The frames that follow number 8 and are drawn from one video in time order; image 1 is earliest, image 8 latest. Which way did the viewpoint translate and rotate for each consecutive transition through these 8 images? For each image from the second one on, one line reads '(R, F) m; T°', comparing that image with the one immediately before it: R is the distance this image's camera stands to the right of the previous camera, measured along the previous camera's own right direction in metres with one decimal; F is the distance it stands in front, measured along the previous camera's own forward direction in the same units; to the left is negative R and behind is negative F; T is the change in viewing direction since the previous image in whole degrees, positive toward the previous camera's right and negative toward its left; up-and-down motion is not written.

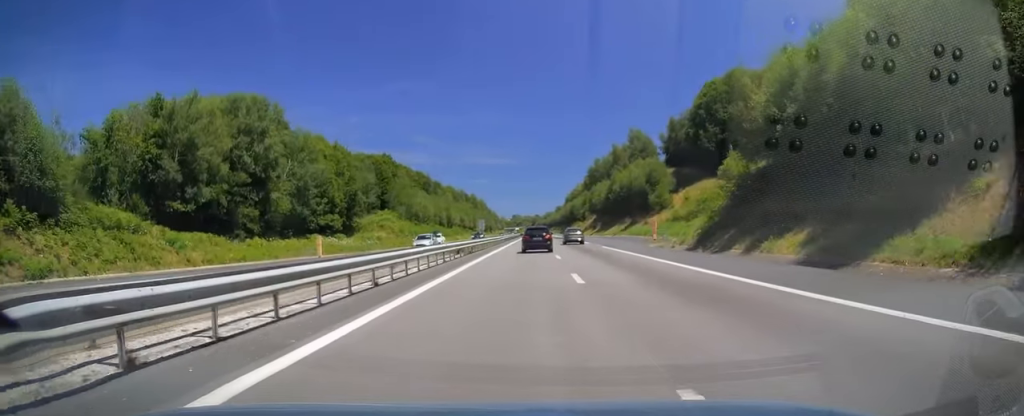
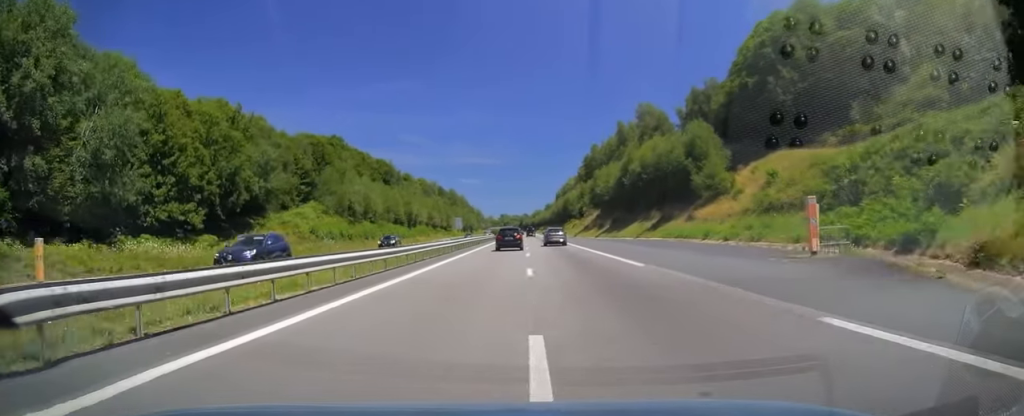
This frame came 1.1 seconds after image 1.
(+0.4, +36.9) m; +2°
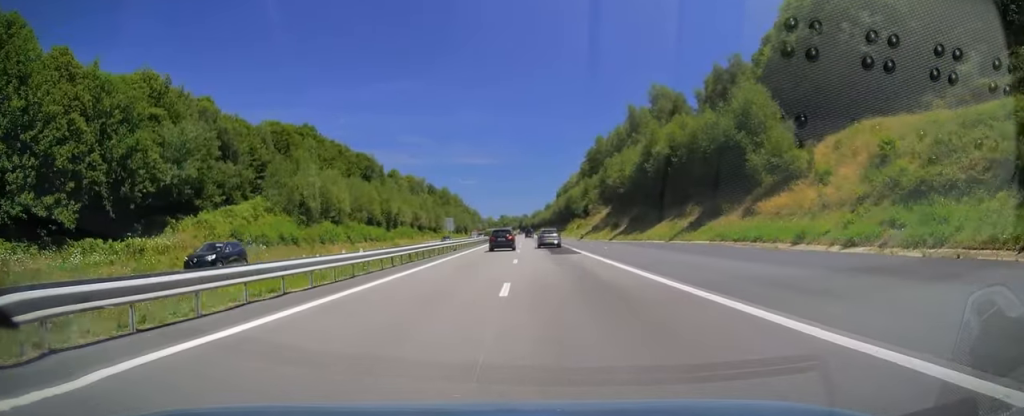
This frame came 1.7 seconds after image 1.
(+0.4, +18.8) m; +1°
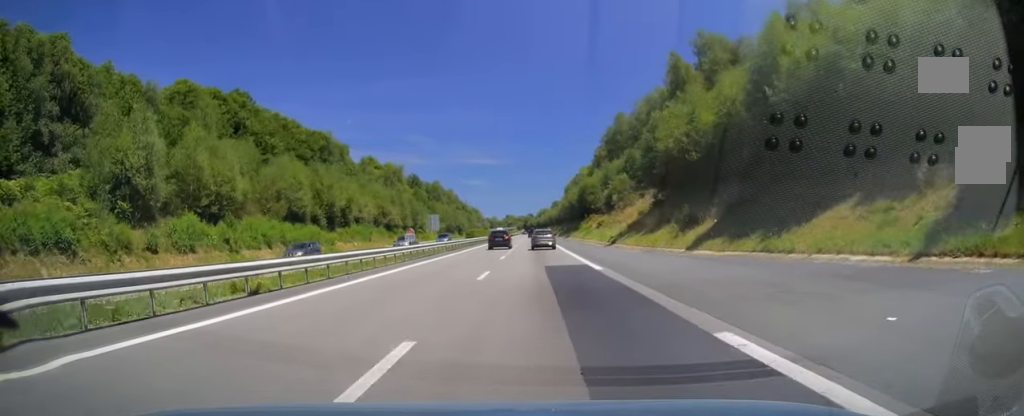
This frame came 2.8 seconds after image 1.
(+0.2, +35.3) m; 0°
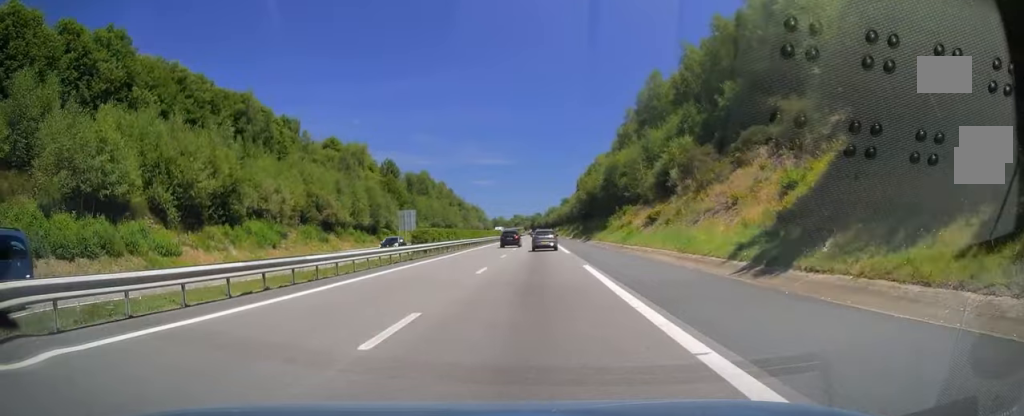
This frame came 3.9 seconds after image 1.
(-0.2, +36.7) m; -1°
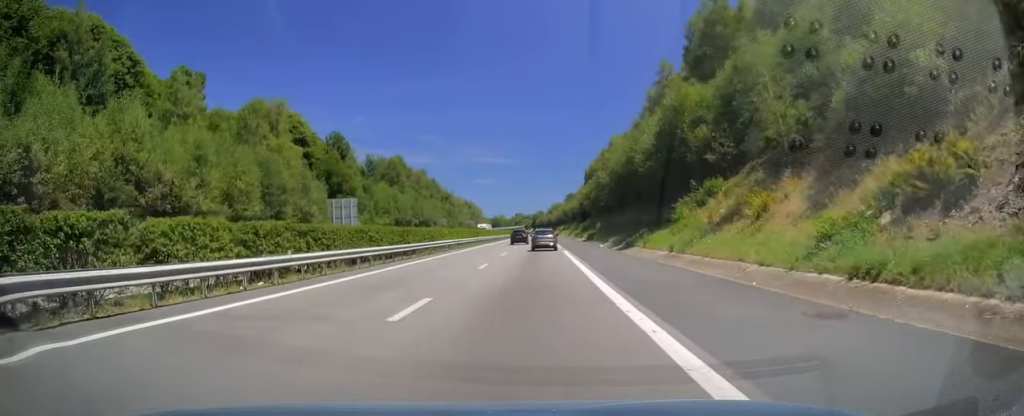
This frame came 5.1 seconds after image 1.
(-0.2, +37.2) m; -1°
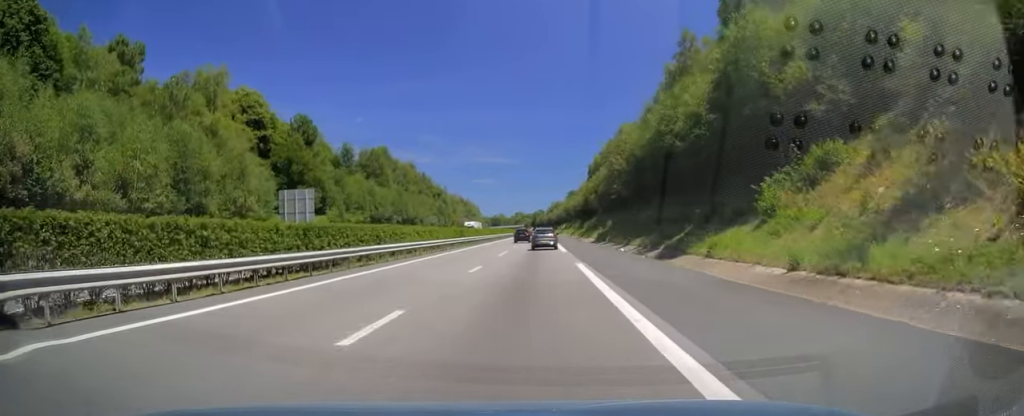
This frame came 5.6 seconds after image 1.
(-0.1, +15.3) m; 0°
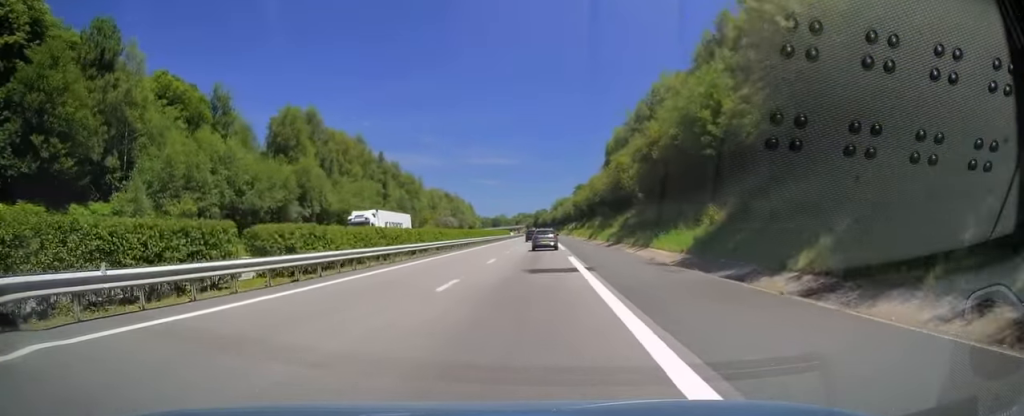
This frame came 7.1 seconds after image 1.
(+0.1, +45.4) m; 0°
